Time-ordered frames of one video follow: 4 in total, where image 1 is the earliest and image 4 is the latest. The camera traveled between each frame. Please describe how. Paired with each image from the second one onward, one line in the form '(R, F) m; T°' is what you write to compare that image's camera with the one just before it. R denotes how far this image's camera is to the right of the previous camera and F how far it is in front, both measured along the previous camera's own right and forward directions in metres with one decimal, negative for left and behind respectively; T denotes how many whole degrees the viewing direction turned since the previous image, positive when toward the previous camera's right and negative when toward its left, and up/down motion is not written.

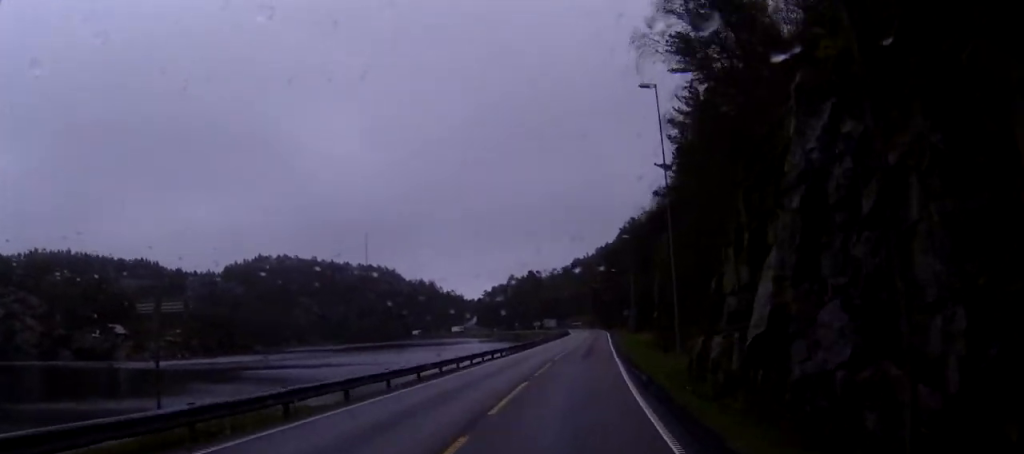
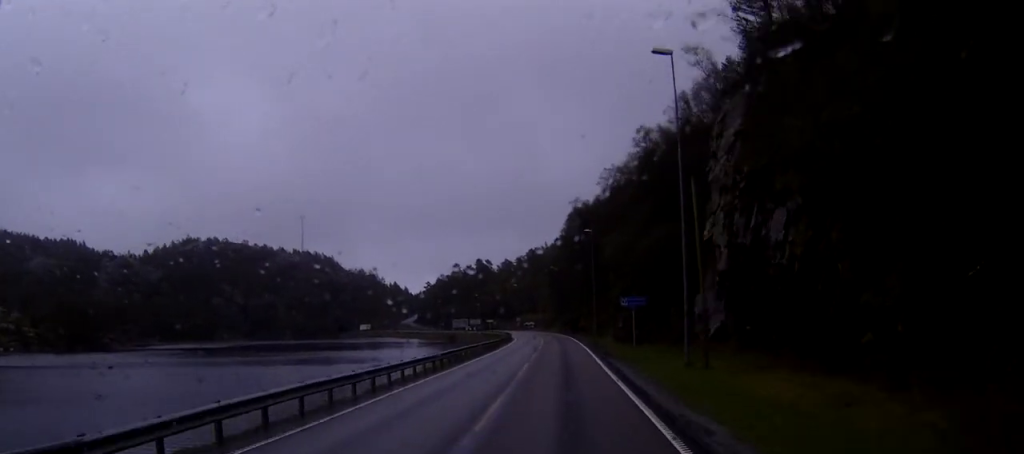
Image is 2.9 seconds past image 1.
(+0.8, +62.9) m; +1°
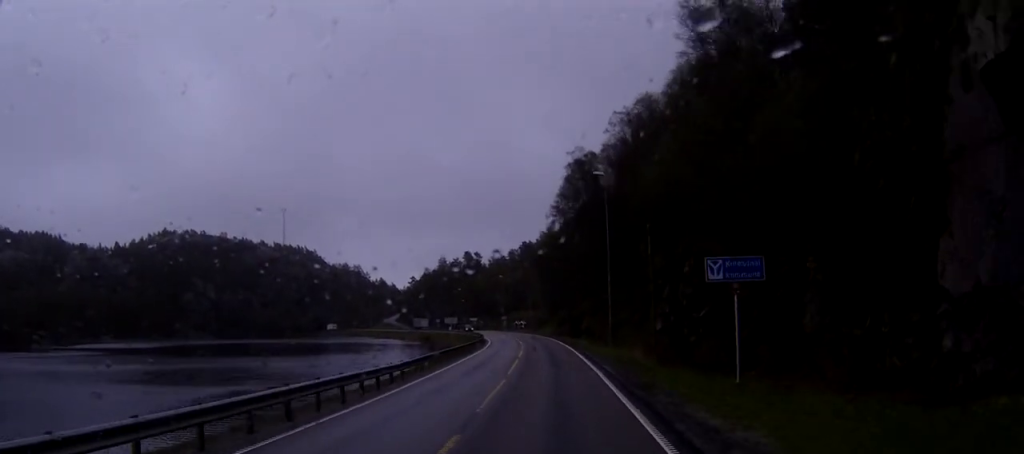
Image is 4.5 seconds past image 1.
(+0.5, +32.5) m; +1°
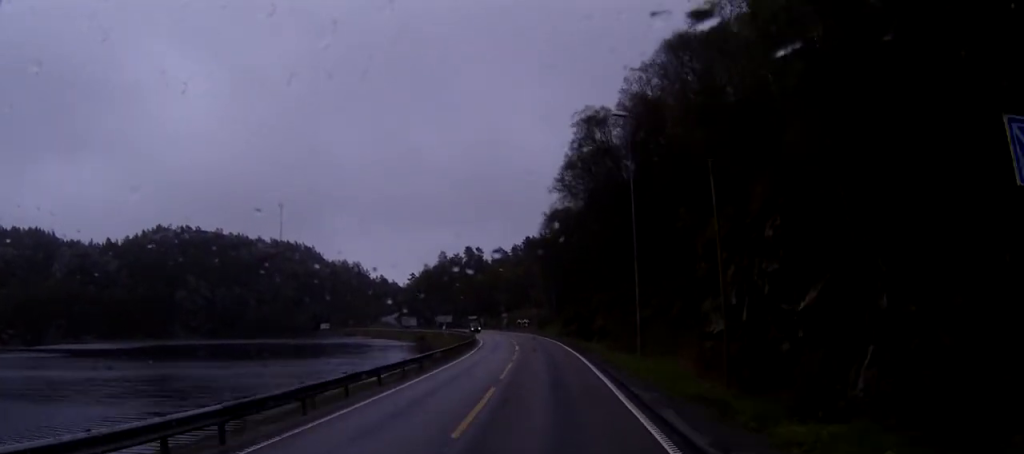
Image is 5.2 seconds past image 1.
(-0.2, +15.1) m; 0°
